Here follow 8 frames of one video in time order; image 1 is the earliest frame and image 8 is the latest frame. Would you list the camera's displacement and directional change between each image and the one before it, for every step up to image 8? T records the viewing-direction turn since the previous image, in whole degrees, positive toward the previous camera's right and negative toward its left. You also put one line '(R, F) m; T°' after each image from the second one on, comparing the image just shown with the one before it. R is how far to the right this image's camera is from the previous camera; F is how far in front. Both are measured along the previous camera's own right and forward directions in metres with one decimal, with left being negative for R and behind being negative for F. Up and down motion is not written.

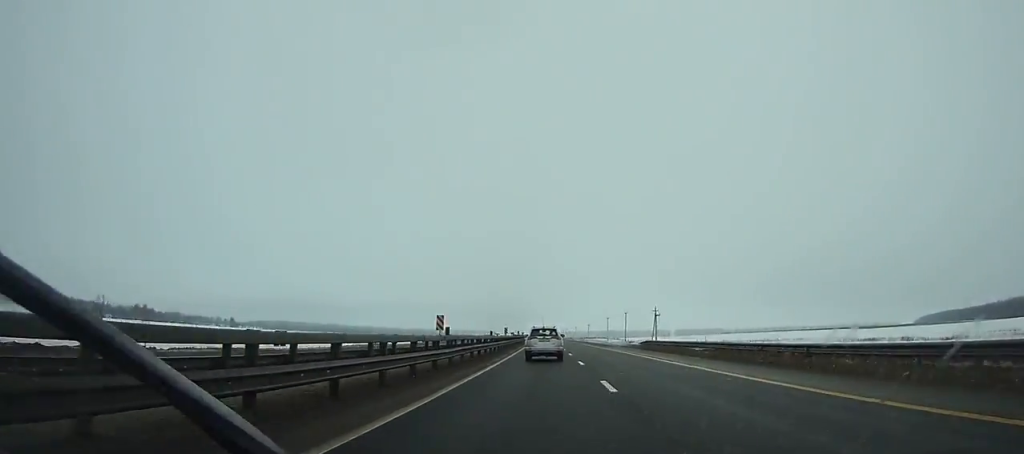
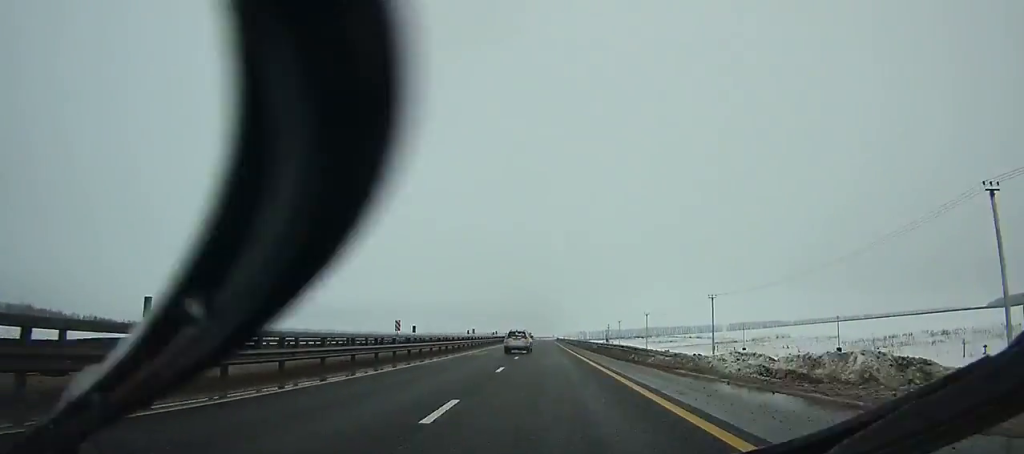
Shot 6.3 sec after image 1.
(-5.6, +170.1) m; -4°
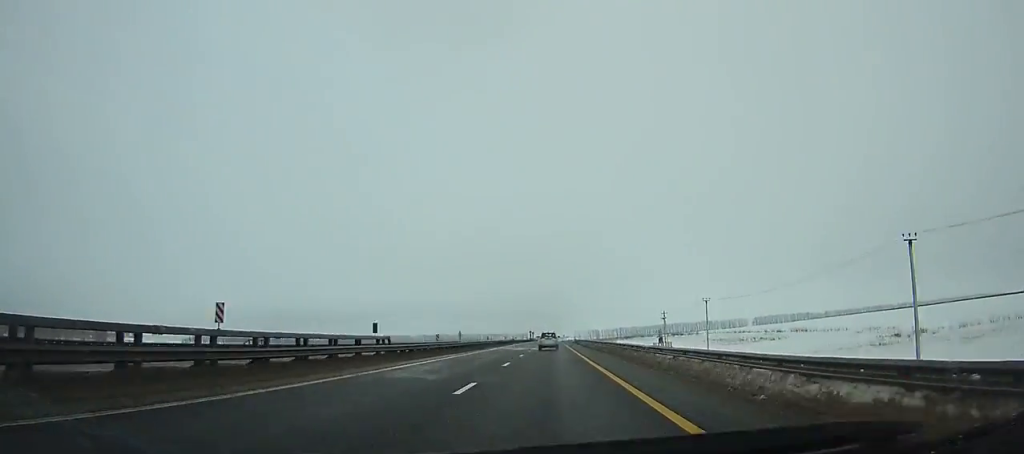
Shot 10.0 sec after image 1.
(-1.2, +101.6) m; -1°
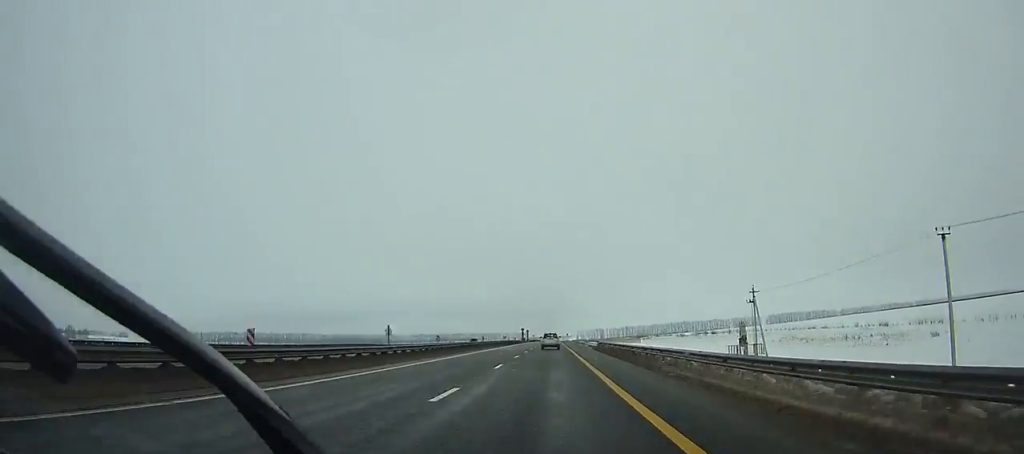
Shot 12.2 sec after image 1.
(-0.2, +61.3) m; 0°
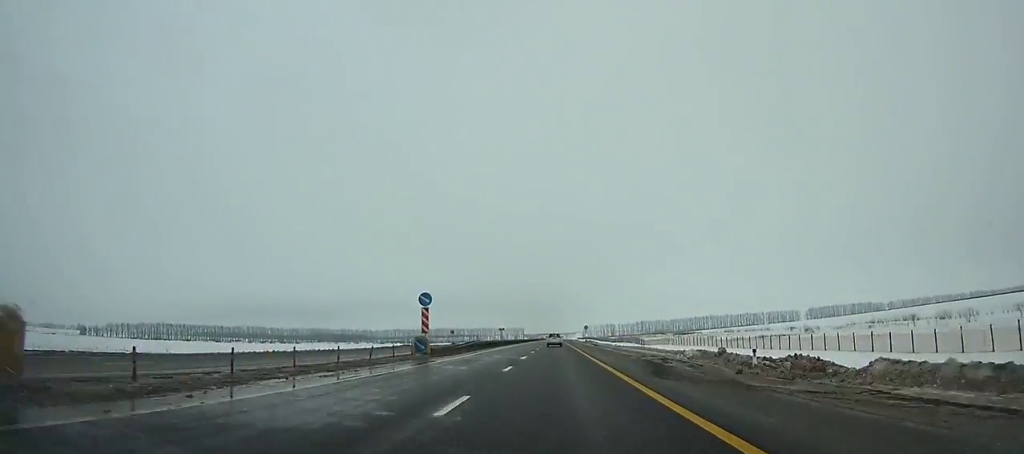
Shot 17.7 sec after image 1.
(-0.1, +156.1) m; 0°
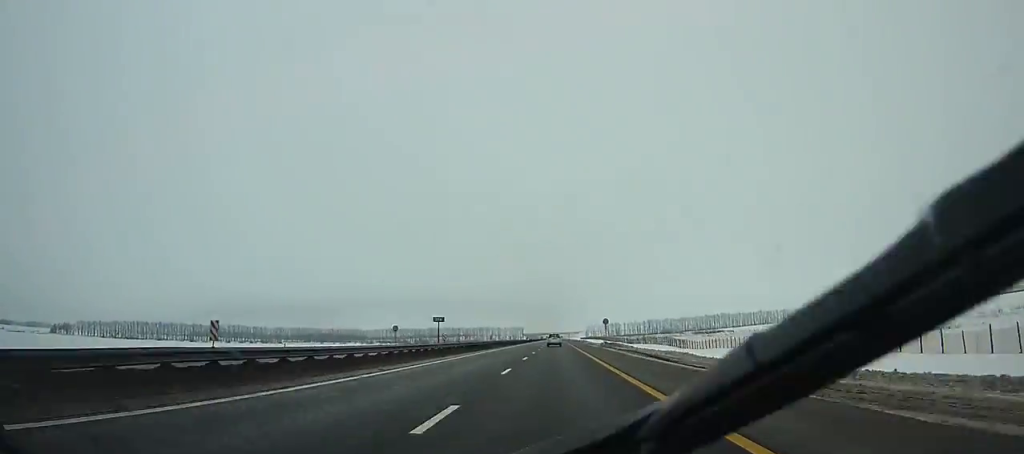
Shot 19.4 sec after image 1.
(0.0, +49.0) m; 0°
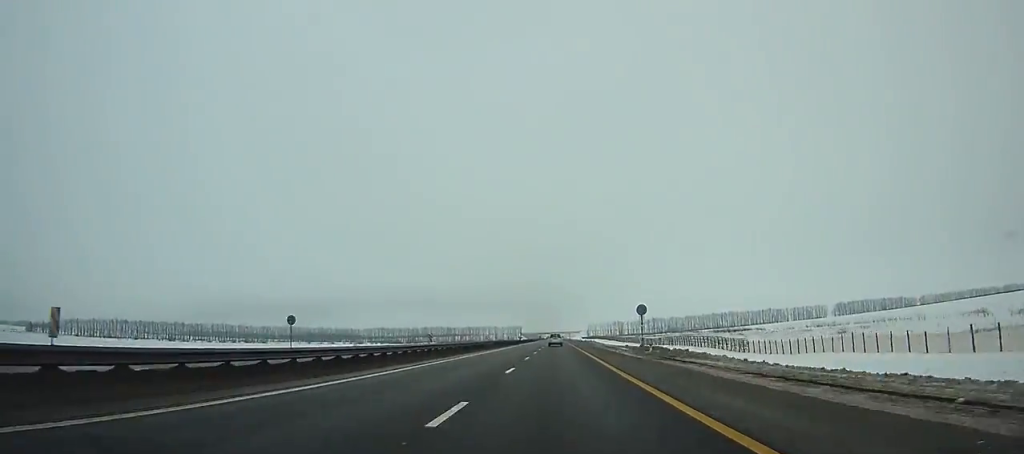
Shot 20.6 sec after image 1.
(+0.1, +35.2) m; 0°
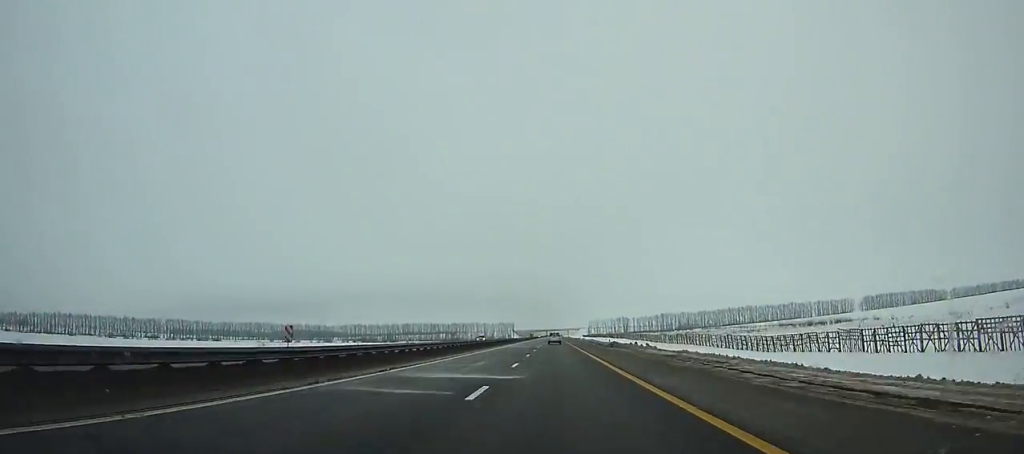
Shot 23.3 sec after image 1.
(+0.2, +79.5) m; 0°
